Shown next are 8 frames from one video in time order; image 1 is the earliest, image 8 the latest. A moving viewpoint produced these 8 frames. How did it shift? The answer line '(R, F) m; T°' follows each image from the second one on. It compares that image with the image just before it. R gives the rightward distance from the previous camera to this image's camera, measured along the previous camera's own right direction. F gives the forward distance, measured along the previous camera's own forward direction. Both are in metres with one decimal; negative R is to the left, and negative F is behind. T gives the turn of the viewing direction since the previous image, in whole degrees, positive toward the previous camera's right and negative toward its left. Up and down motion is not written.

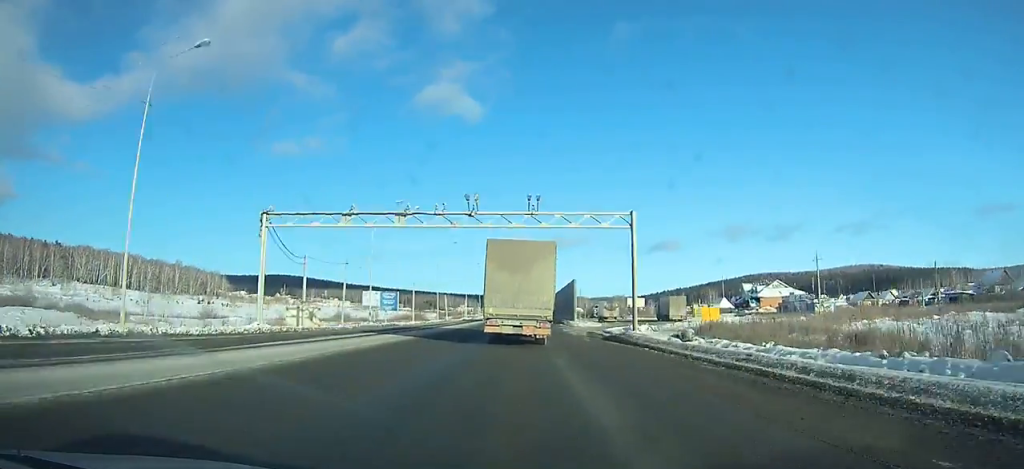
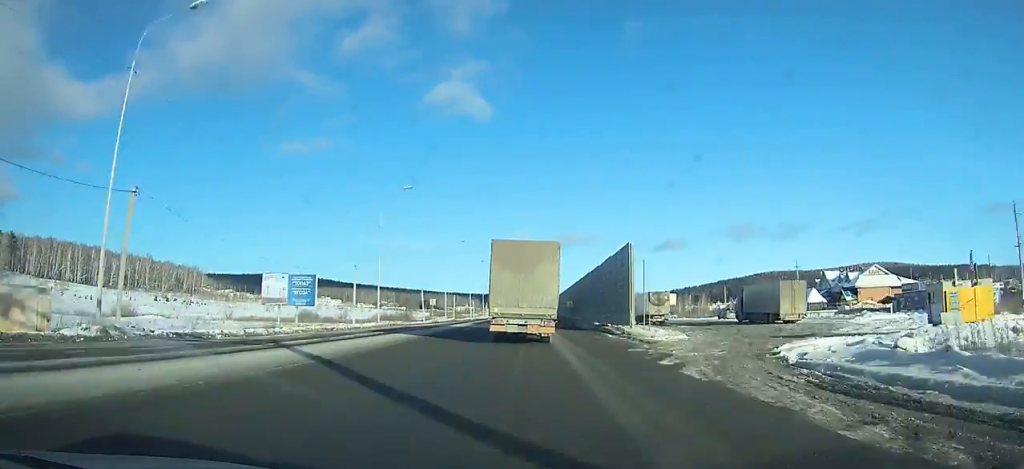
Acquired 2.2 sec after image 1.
(-0.1, +39.4) m; 0°
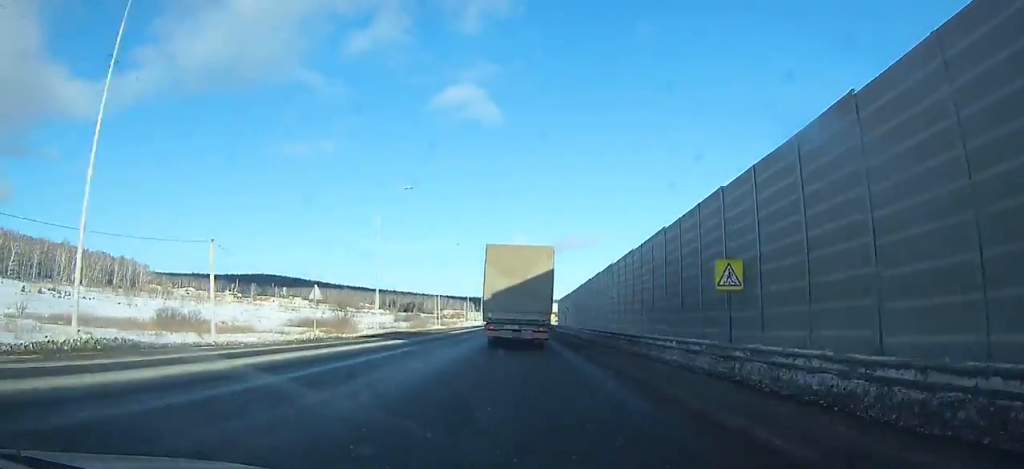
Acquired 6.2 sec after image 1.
(+0.6, +71.8) m; 0°
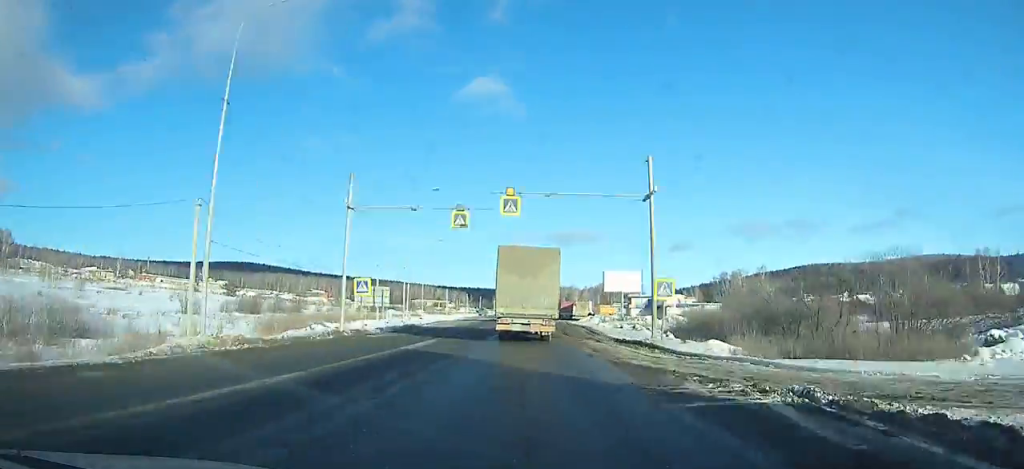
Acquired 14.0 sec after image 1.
(-1.1, +136.8) m; -1°
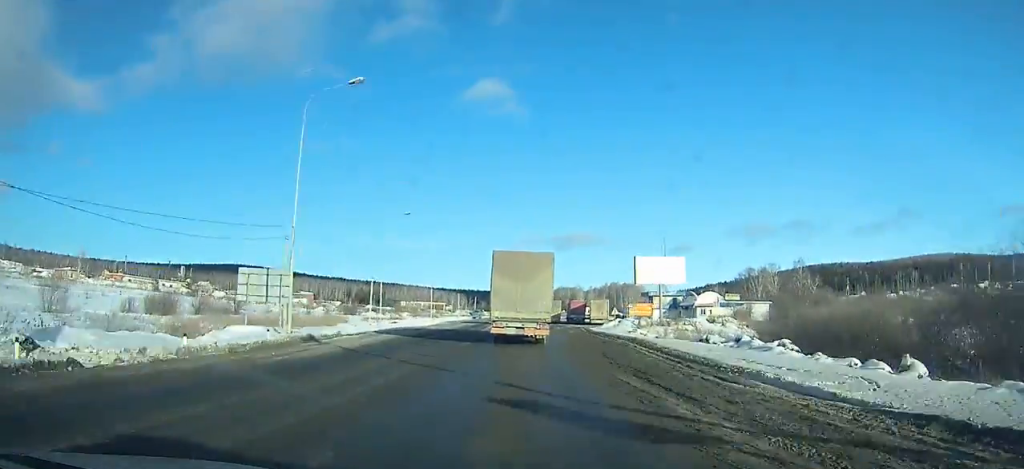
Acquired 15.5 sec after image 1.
(-0.1, +26.0) m; 0°
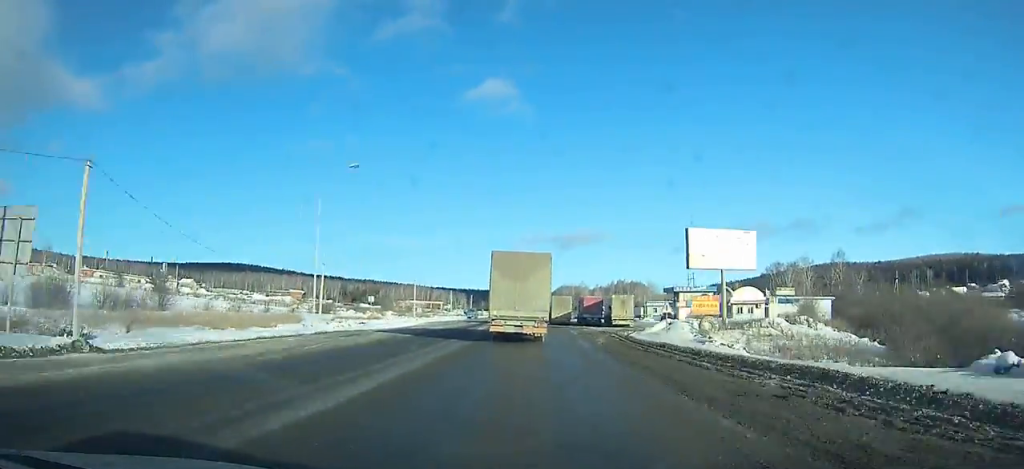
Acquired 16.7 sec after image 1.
(0.0, +20.9) m; 0°
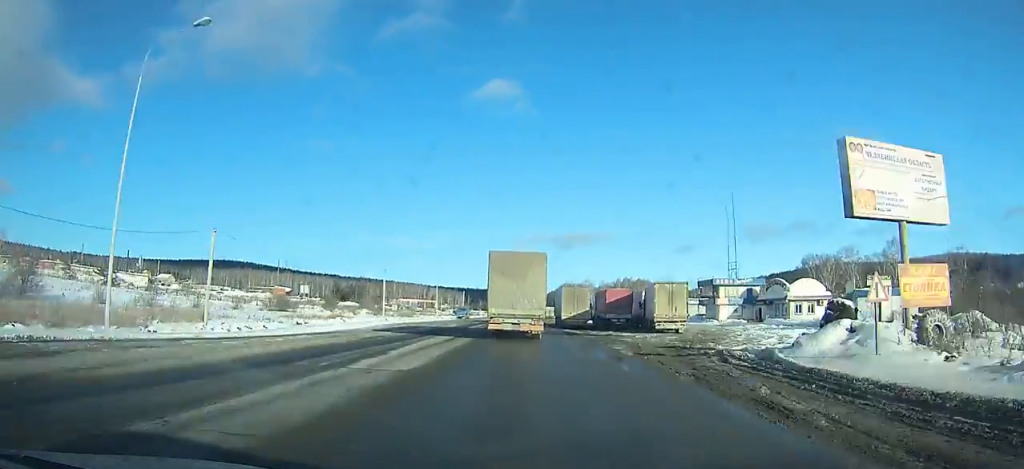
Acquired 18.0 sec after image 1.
(-0.1, +22.8) m; 0°
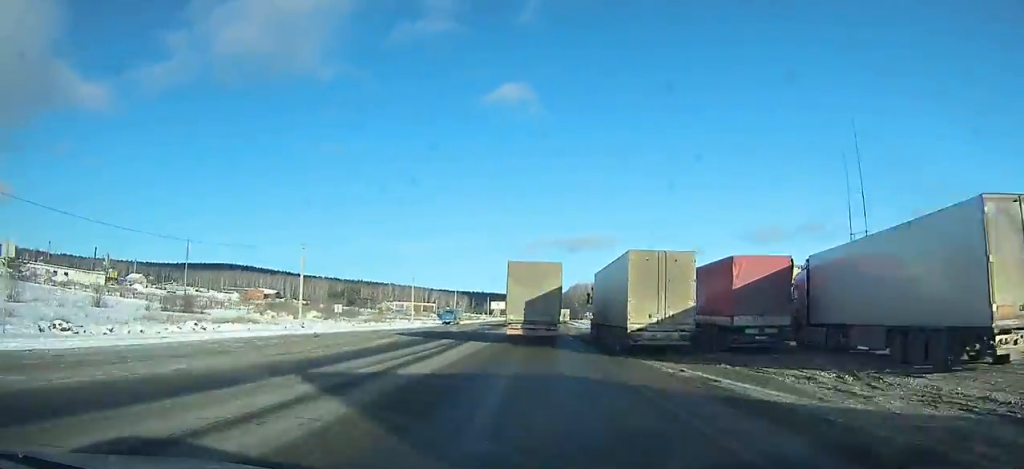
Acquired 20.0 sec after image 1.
(-0.2, +35.2) m; 0°
